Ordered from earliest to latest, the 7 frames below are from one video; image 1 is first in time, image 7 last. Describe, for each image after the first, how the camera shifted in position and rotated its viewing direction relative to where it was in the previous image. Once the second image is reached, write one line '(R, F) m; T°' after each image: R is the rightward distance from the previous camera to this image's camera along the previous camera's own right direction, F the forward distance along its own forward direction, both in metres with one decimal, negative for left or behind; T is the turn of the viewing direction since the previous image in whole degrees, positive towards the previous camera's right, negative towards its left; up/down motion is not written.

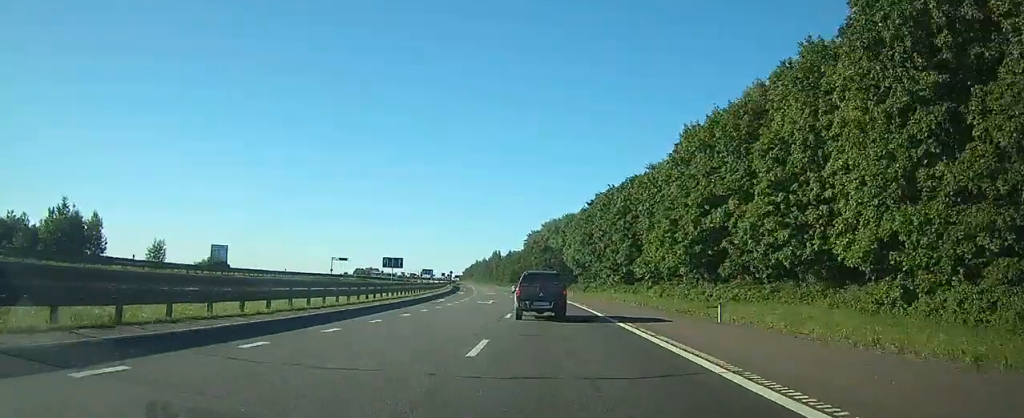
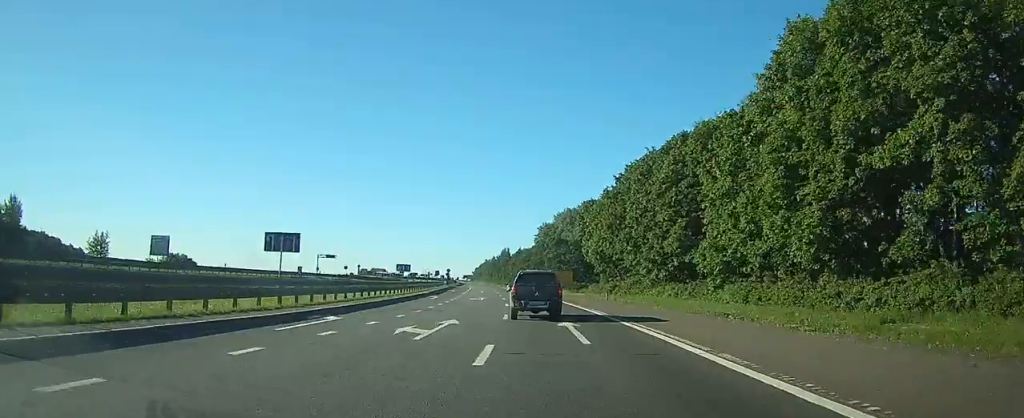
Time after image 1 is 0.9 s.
(-0.1, +25.4) m; -1°
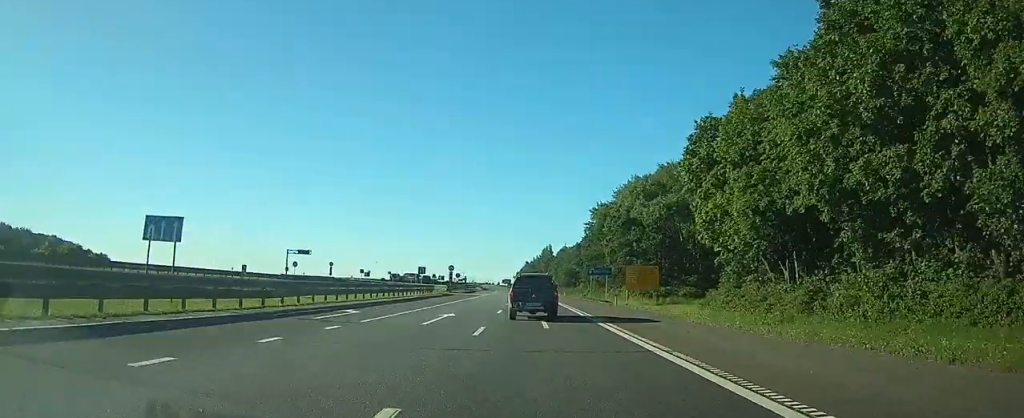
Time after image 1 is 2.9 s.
(-1.1, +55.4) m; -3°
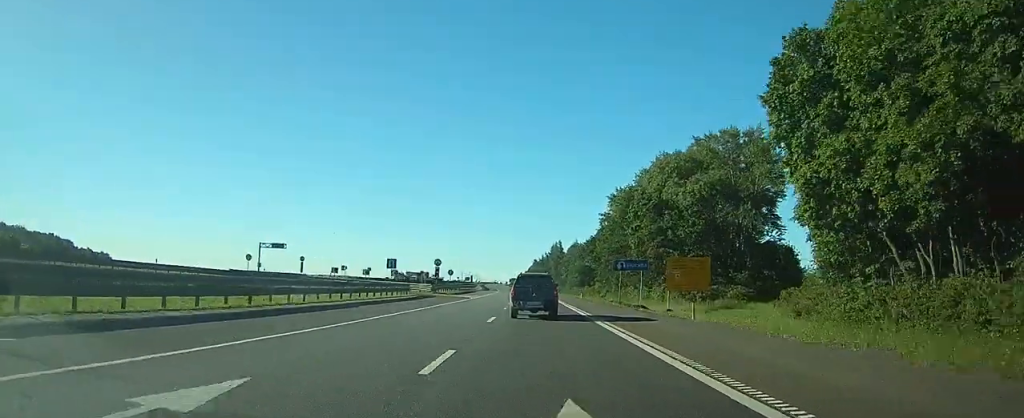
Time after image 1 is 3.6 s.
(0.0, +19.1) m; -2°
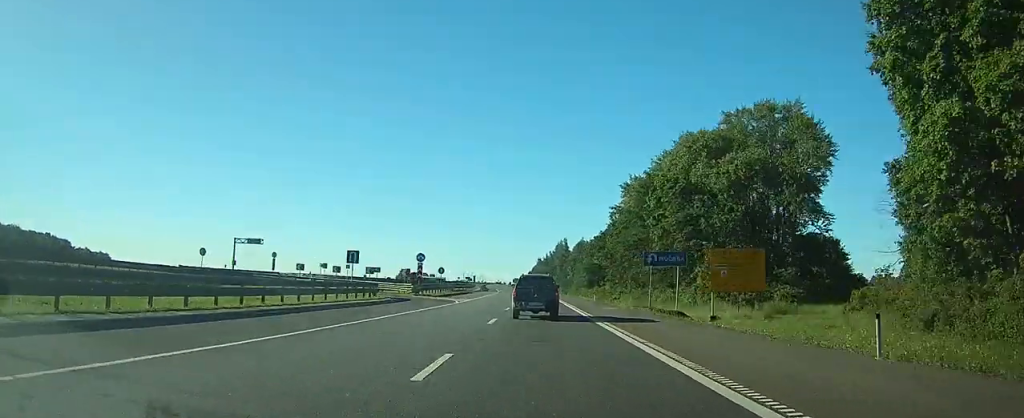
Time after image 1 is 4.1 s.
(-0.4, +12.7) m; -1°
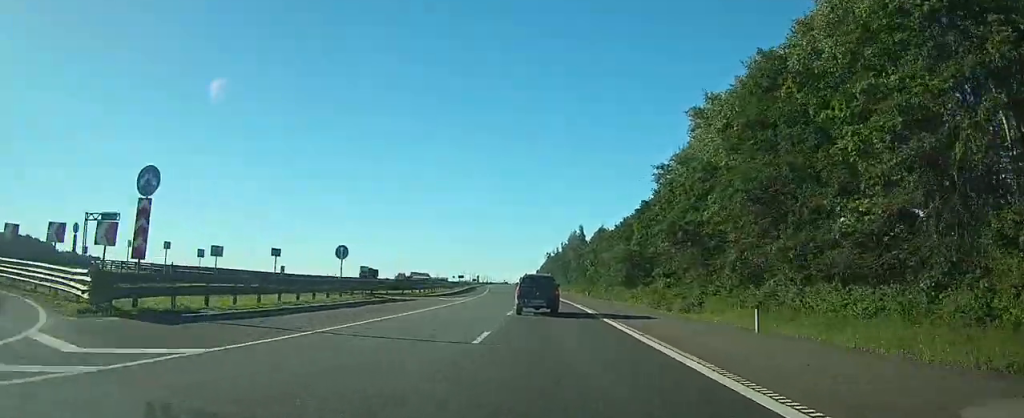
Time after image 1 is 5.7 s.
(-0.3, +43.3) m; -1°
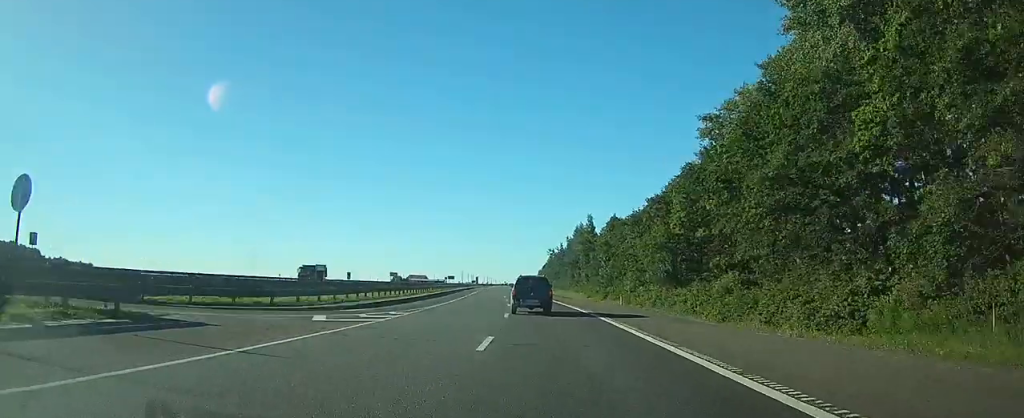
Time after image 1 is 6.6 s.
(-0.2, +25.2) m; -1°
